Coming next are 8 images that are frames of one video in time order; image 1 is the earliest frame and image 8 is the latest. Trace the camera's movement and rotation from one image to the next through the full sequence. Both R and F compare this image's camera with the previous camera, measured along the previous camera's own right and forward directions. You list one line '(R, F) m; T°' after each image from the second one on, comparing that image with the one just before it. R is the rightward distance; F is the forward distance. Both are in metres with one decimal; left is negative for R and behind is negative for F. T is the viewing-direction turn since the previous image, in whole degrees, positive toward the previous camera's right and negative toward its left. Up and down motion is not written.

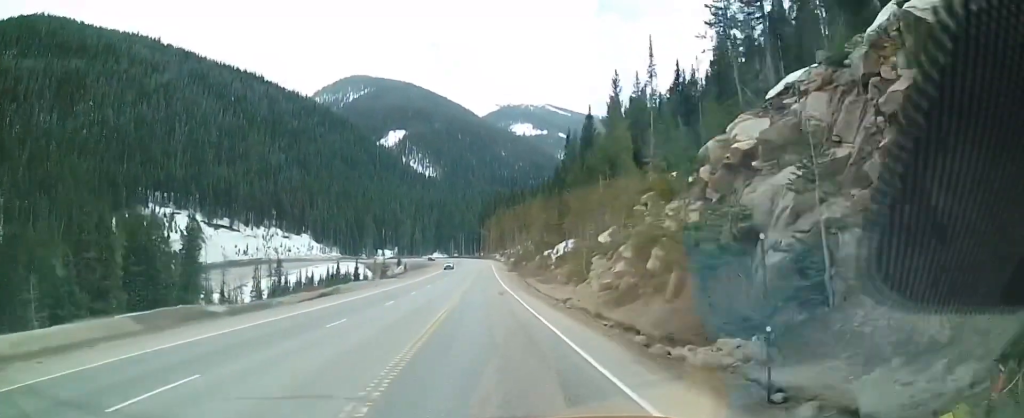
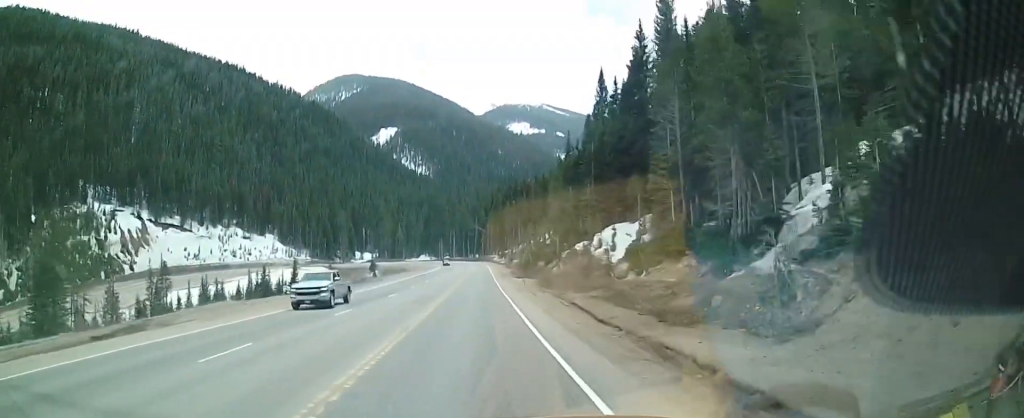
(-0.1, +45.4) m; -1°
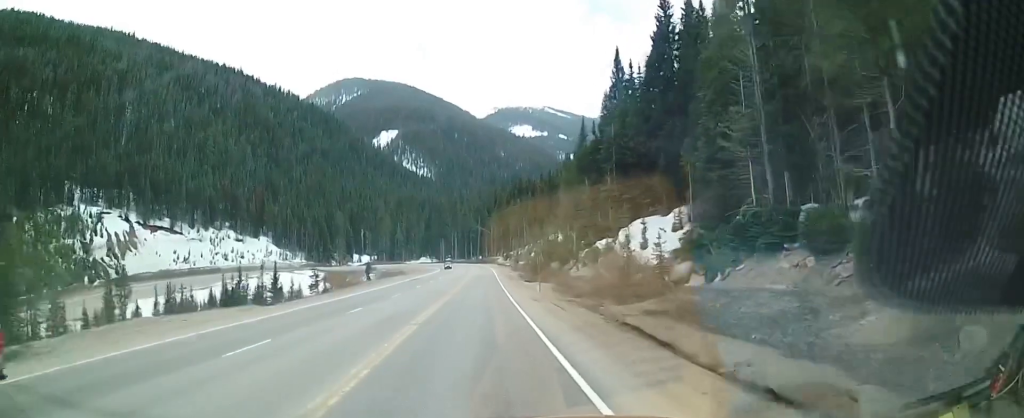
(+0.1, +11.1) m; 0°
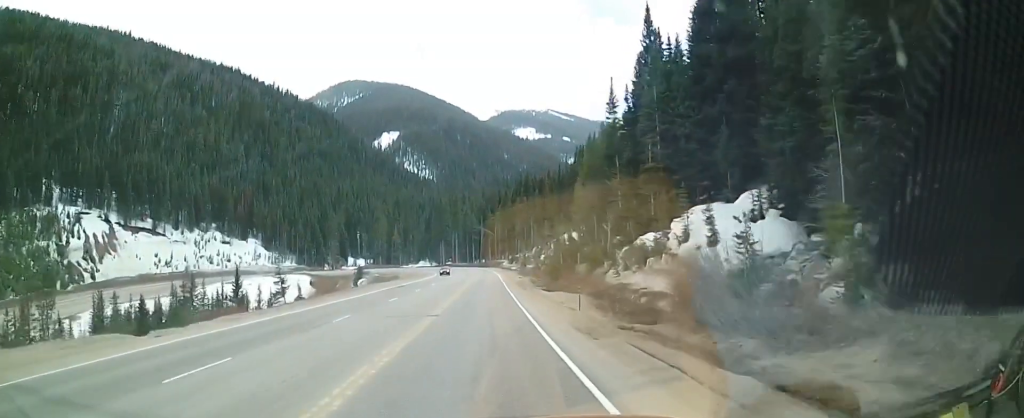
(+0.2, +15.3) m; 0°
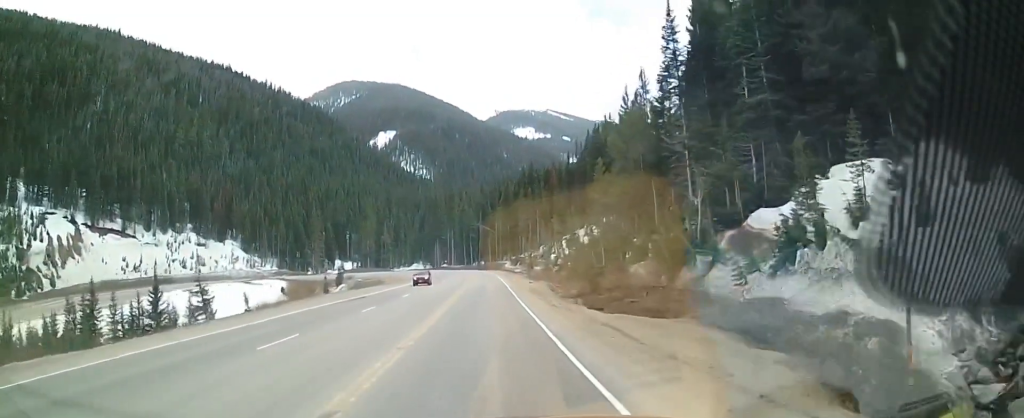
(0.0, +19.6) m; 0°
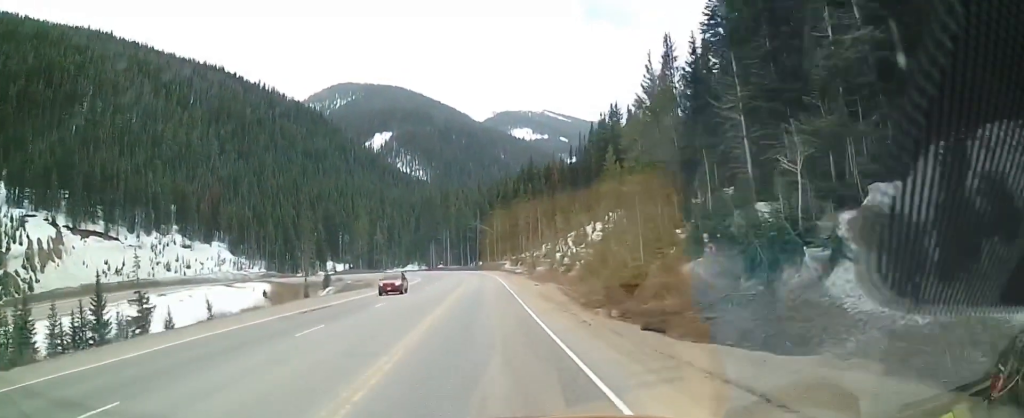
(0.0, +9.3) m; 0°
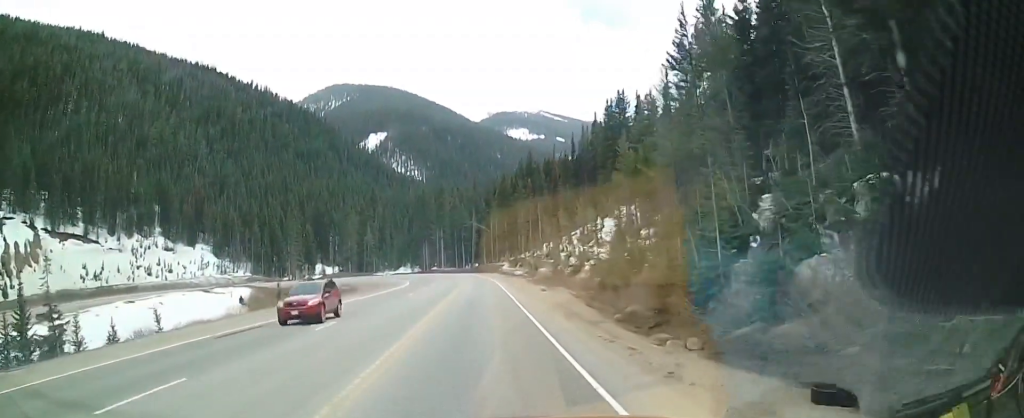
(-0.1, +9.7) m; +1°
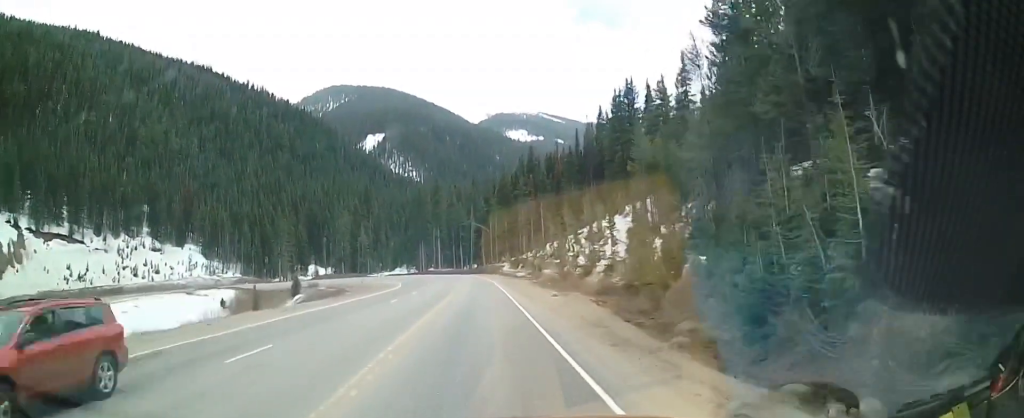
(+0.2, +7.4) m; +1°
